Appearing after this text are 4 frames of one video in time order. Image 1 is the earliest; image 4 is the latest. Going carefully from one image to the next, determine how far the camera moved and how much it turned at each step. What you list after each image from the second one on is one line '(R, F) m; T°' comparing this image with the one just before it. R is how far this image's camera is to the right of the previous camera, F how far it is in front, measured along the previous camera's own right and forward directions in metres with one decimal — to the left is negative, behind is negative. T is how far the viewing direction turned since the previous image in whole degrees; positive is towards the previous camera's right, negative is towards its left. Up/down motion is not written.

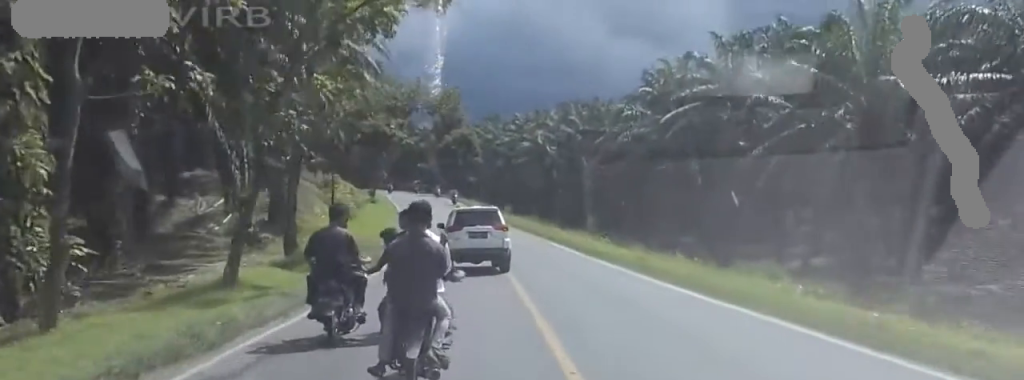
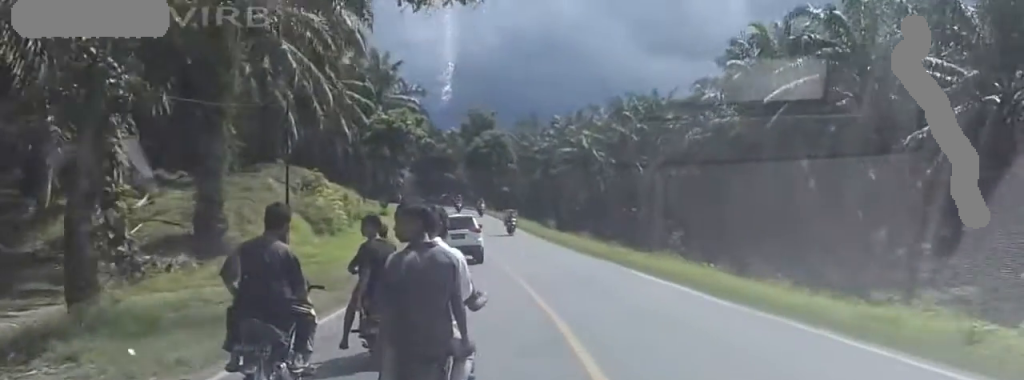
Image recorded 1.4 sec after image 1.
(-0.8, +21.8) m; -5°
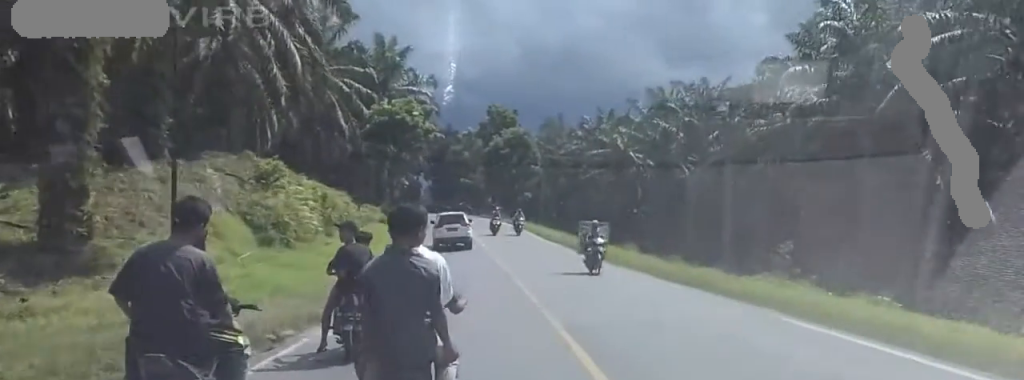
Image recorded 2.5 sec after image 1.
(-0.4, +17.4) m; +1°
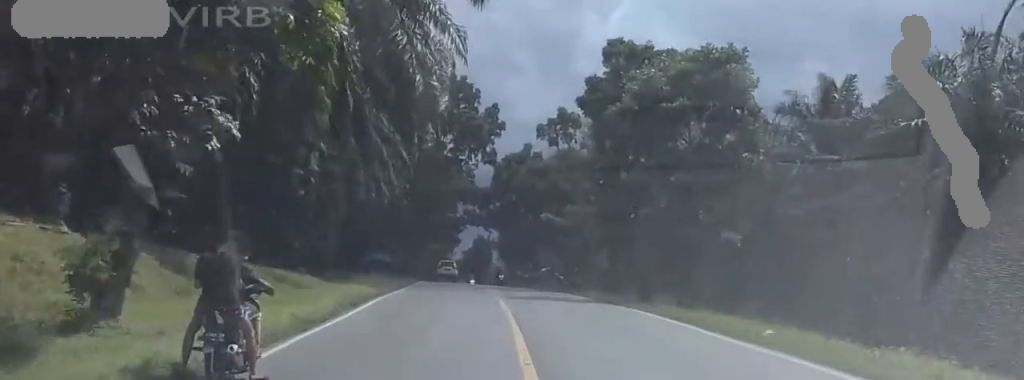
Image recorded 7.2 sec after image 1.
(+4.4, +73.6) m; 0°
